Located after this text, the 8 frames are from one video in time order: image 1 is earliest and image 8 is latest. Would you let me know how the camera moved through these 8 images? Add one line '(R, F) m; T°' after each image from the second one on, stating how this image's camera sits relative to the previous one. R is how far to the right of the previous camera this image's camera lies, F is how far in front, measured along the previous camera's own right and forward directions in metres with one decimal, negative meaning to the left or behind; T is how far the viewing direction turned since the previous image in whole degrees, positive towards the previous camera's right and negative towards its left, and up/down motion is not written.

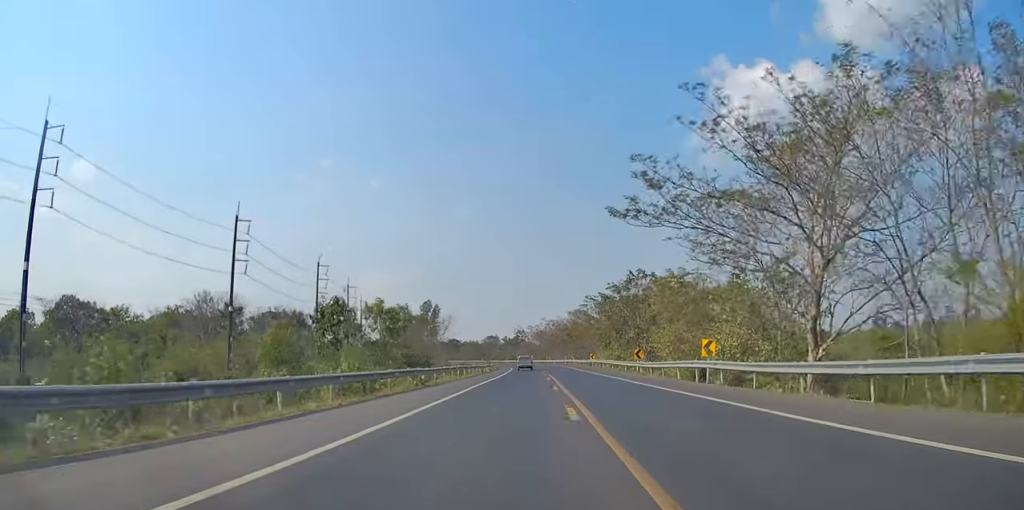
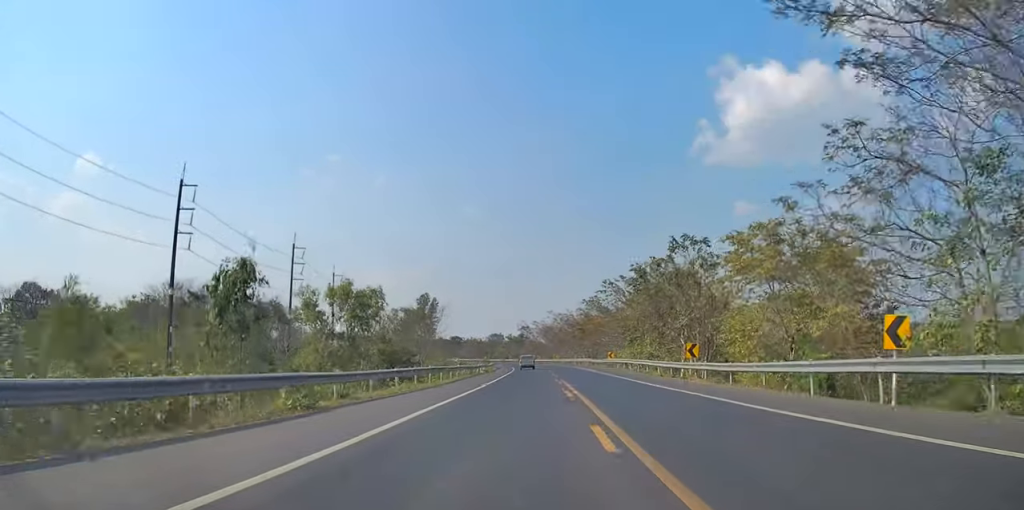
(+0.1, +15.6) m; 0°
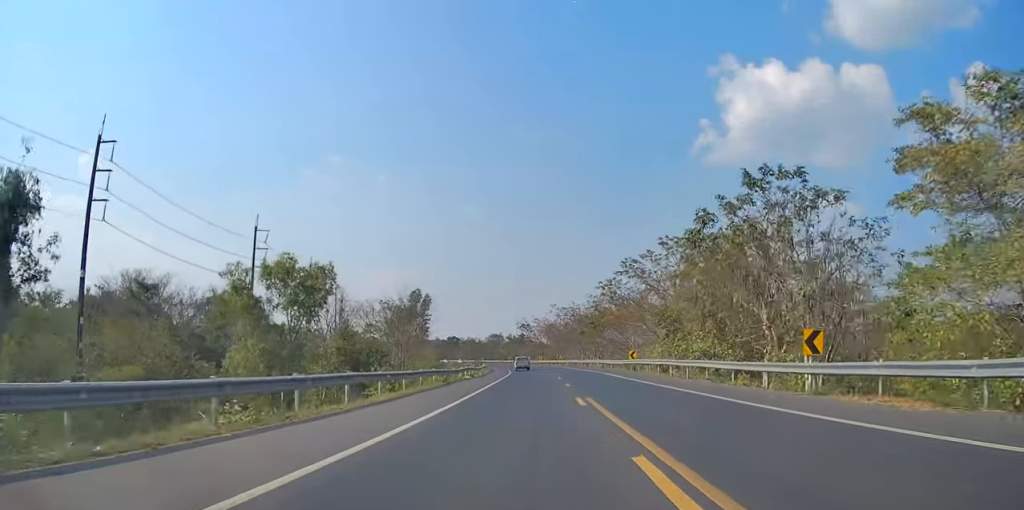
(0.0, +15.8) m; 0°
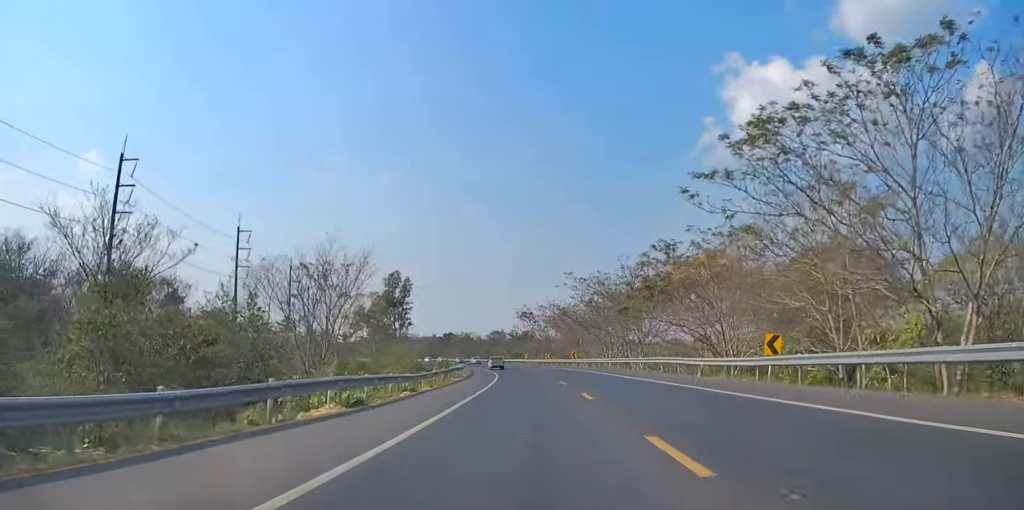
(+0.1, +33.8) m; 0°
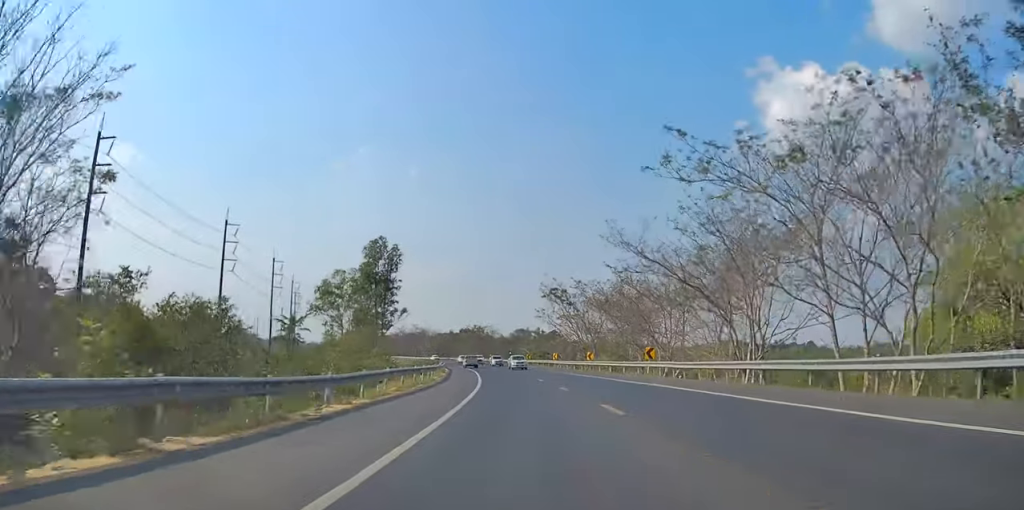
(-1.5, +40.6) m; -4°
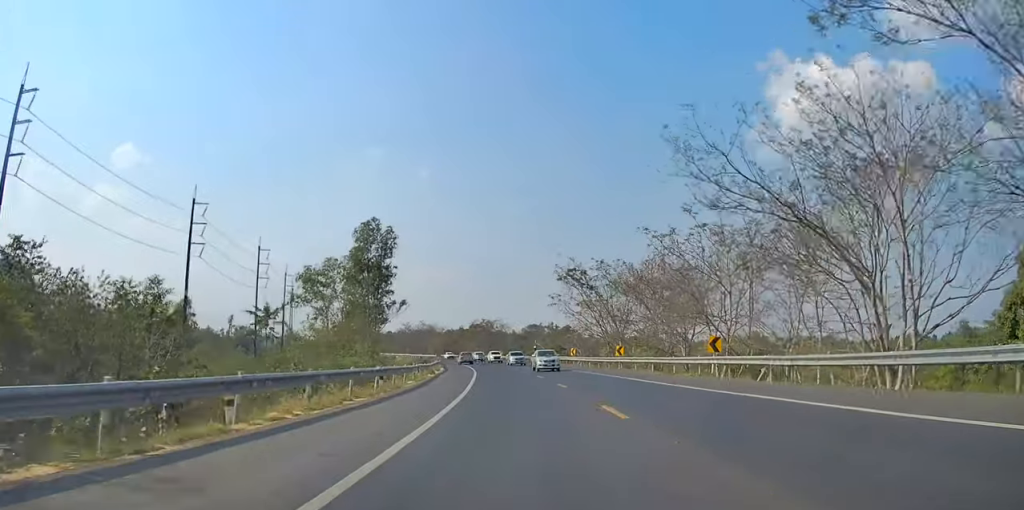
(0.0, +13.4) m; 0°
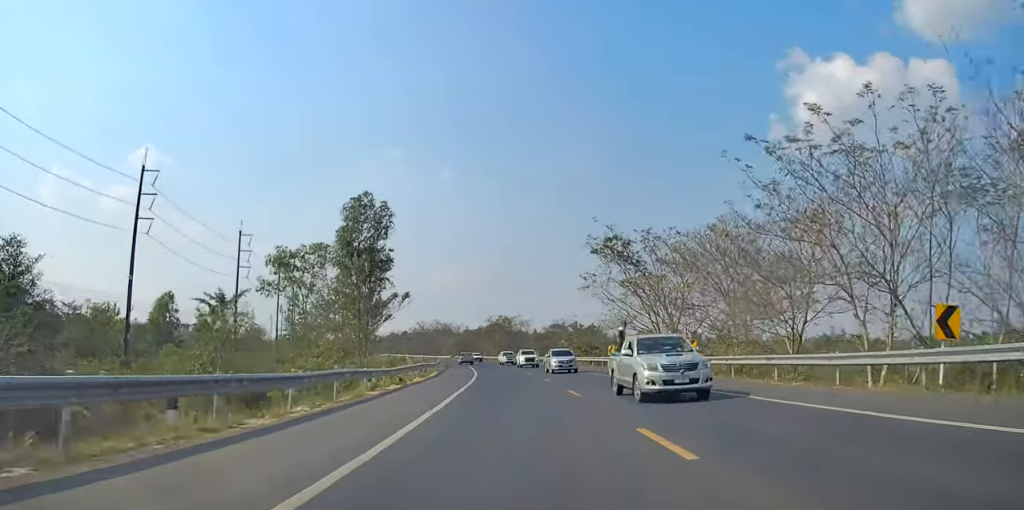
(0.0, +16.0) m; -1°
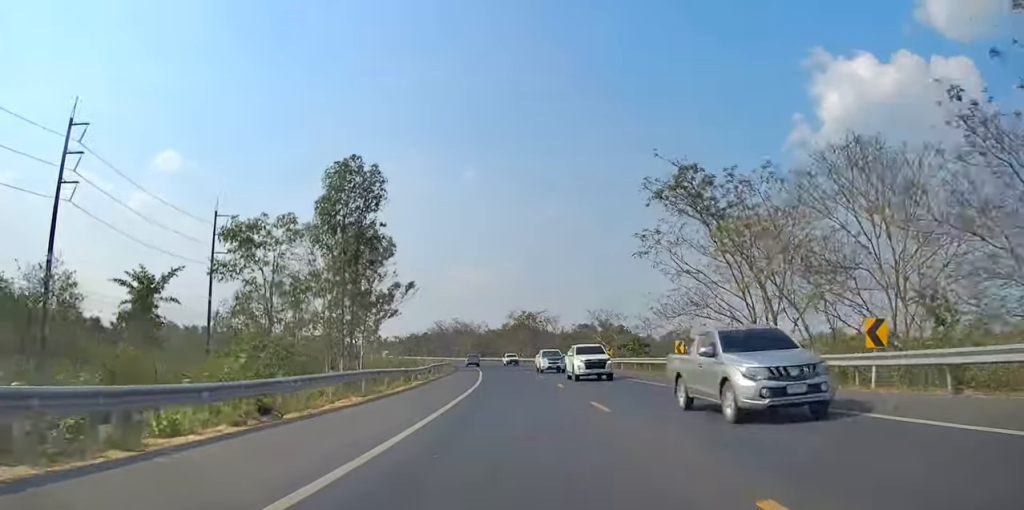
(0.0, +16.5) m; -2°
